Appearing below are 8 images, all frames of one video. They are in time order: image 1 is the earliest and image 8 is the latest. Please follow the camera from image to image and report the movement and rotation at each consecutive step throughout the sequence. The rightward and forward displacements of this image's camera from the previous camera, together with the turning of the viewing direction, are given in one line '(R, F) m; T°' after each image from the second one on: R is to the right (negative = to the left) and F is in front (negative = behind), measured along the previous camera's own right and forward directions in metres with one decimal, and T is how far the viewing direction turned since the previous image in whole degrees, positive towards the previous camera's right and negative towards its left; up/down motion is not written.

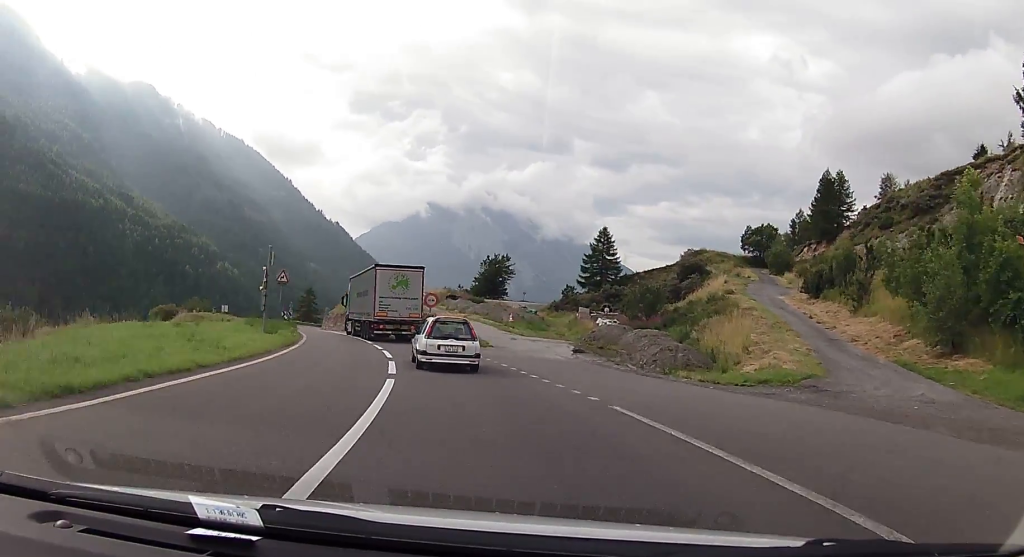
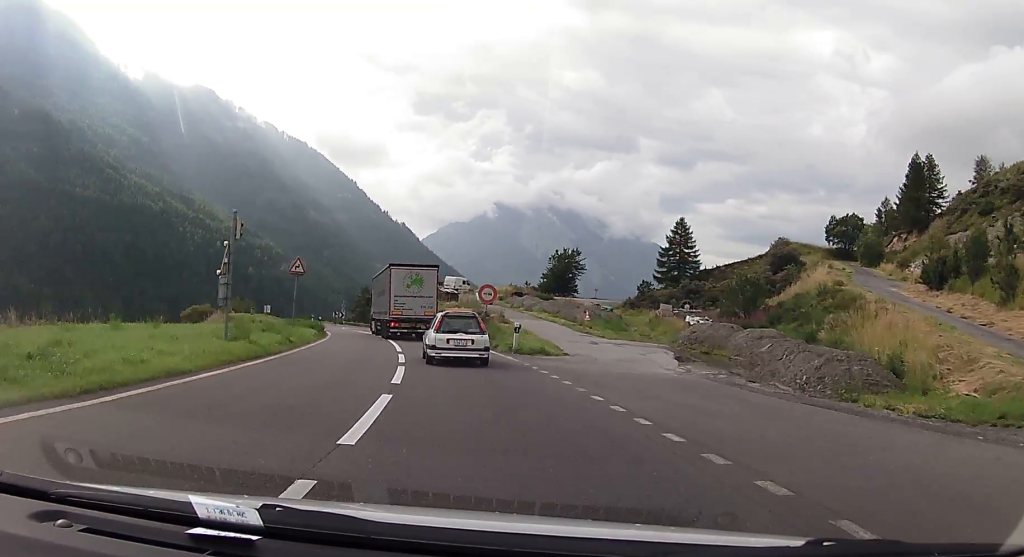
(-0.9, +9.7) m; -7°
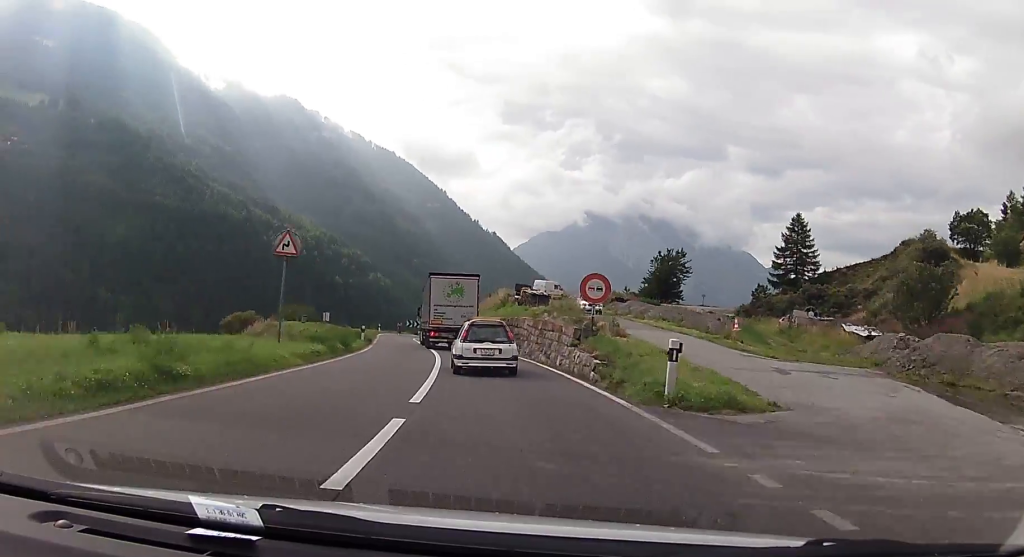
(-0.9, +14.0) m; -5°
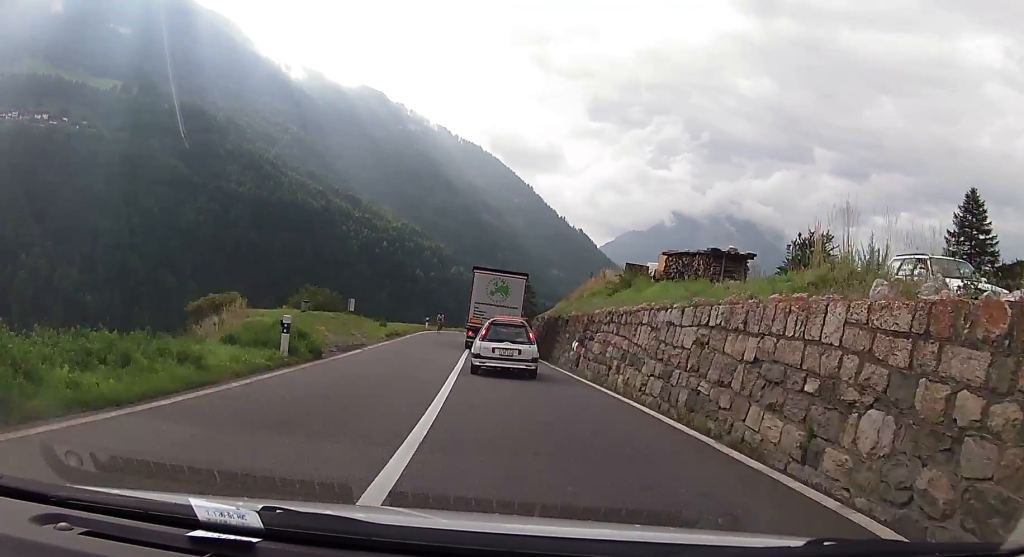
(-1.3, +26.3) m; -5°
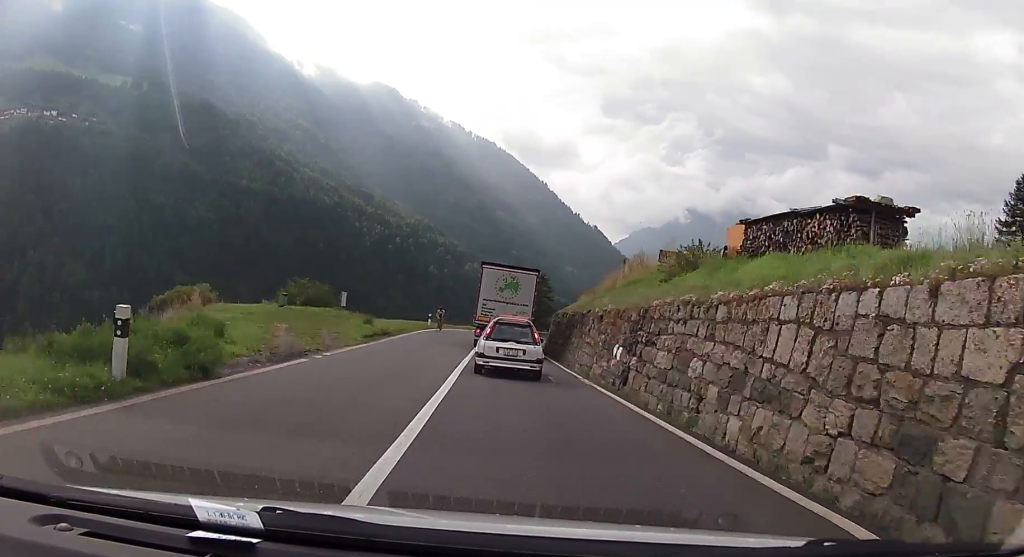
(-0.1, +7.6) m; -1°
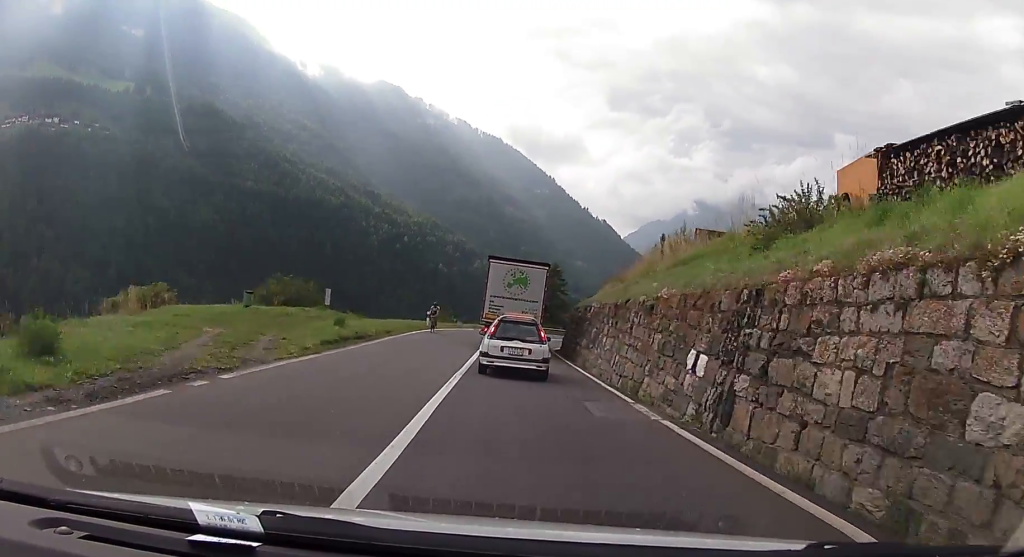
(-0.1, +6.9) m; 0°
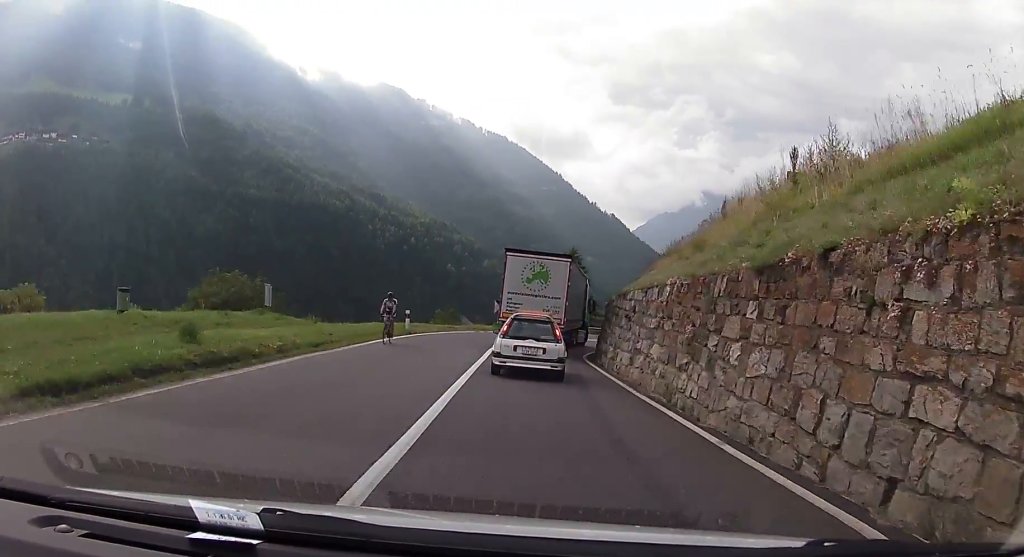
(+0.1, +13.1) m; -1°
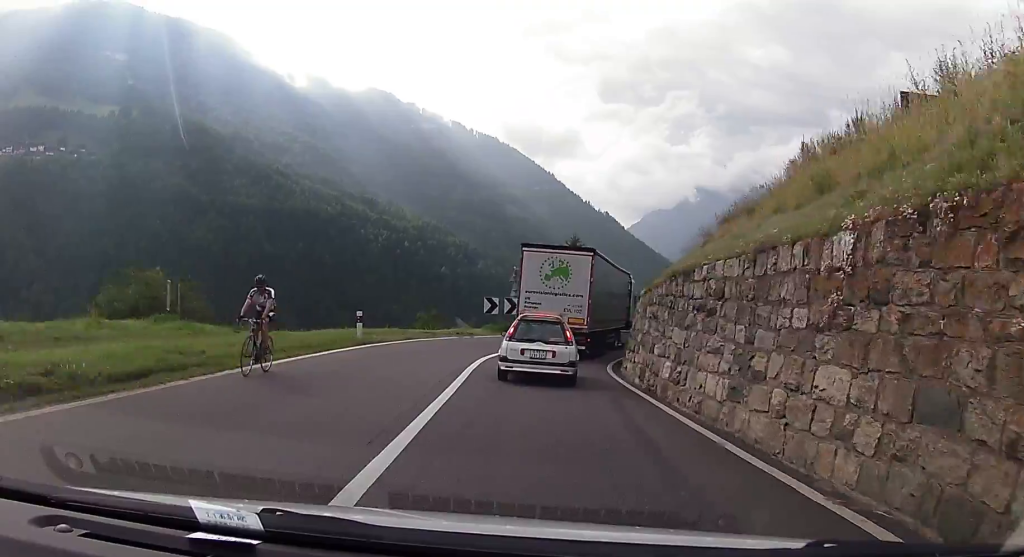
(-0.3, +9.3) m; -1°
